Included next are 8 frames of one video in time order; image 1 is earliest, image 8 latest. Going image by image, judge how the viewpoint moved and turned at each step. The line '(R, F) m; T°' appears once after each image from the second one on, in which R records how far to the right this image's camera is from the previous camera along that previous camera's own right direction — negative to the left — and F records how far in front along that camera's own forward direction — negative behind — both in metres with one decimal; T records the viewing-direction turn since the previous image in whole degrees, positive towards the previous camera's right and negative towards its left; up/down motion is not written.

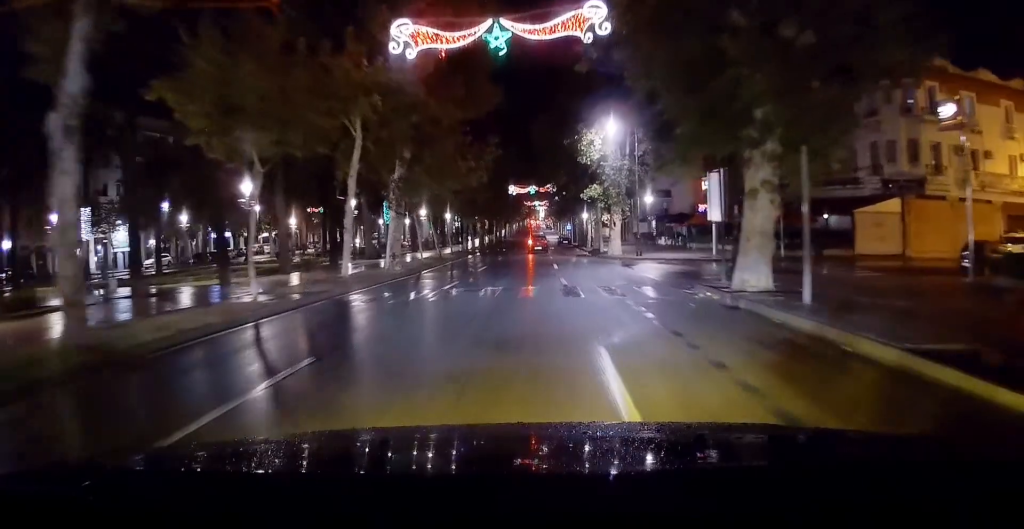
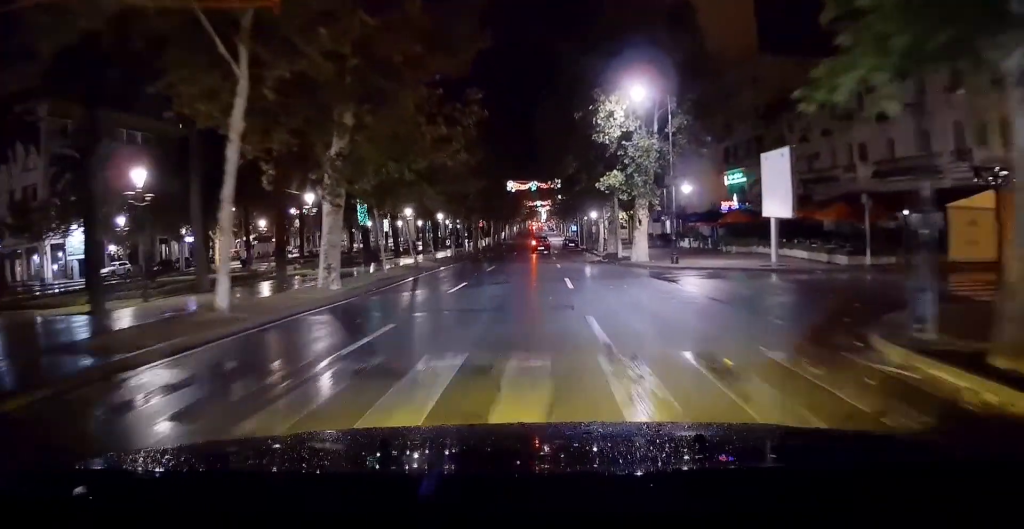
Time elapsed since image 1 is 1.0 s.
(0.0, +9.3) m; -1°
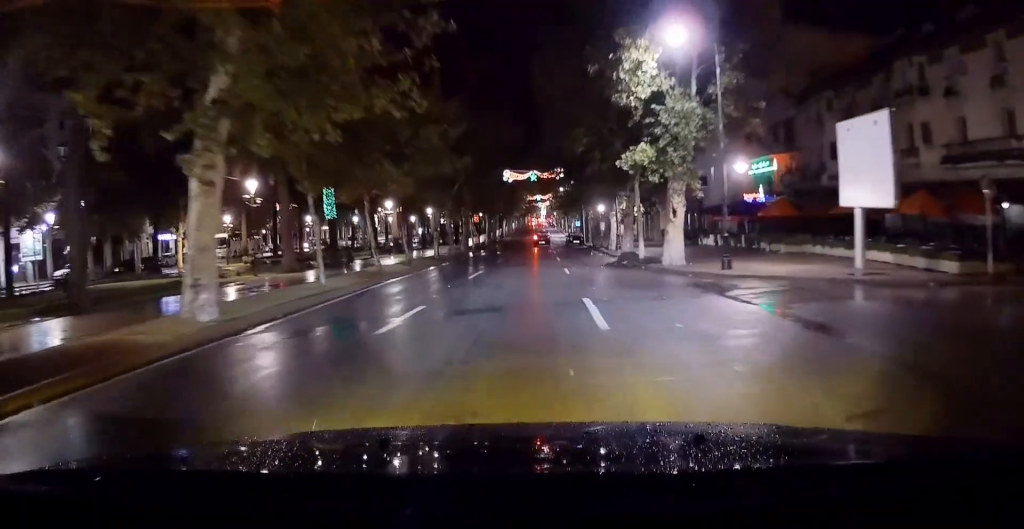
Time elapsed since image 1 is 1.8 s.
(-0.1, +8.3) m; -1°
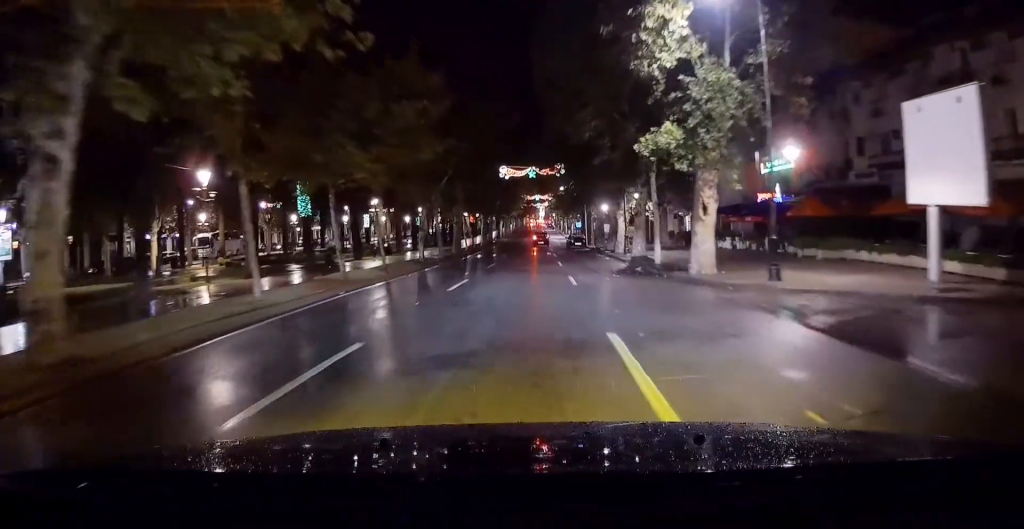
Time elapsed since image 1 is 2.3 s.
(0.0, +4.7) m; -1°
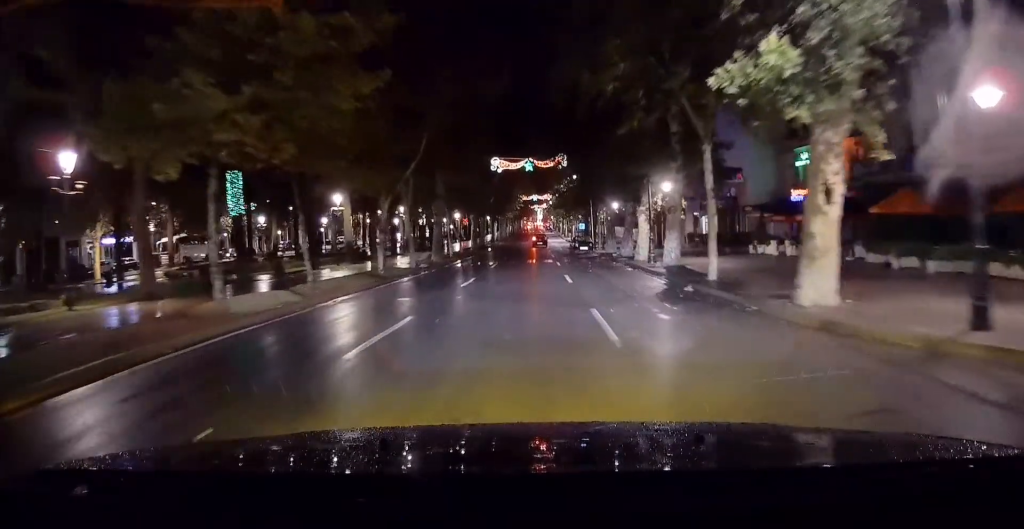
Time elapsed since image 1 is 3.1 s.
(-0.1, +9.0) m; 0°
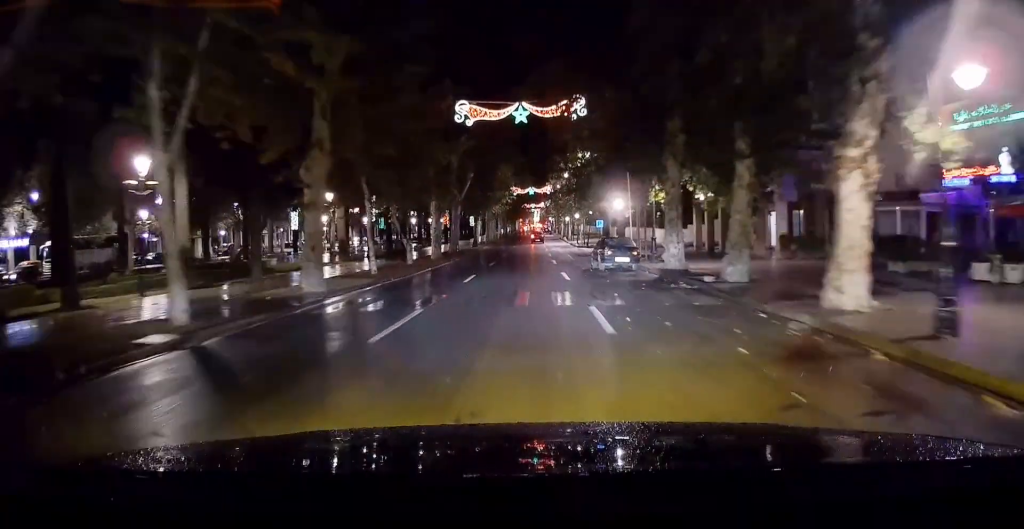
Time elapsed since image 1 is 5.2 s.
(0.0, +21.6) m; 0°
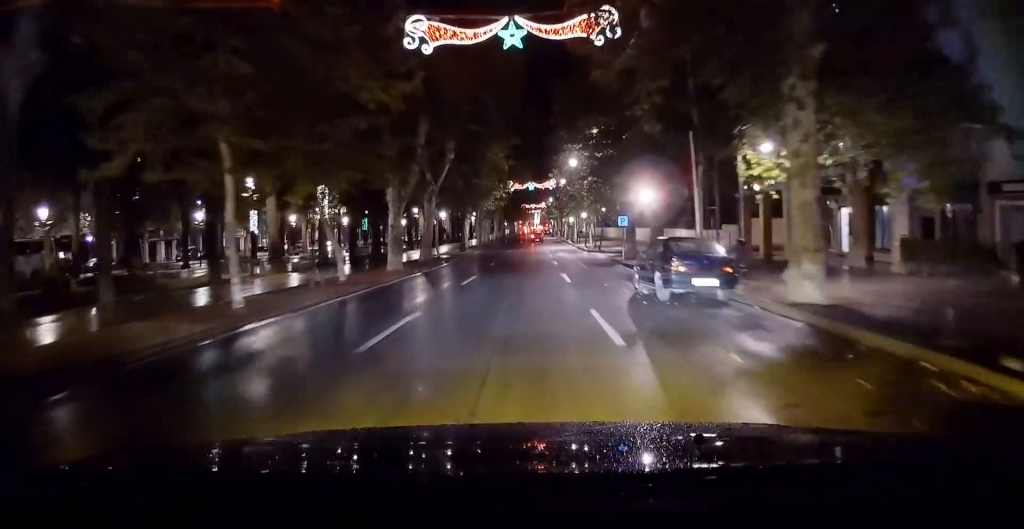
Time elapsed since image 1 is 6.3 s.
(-0.1, +11.9) m; -1°
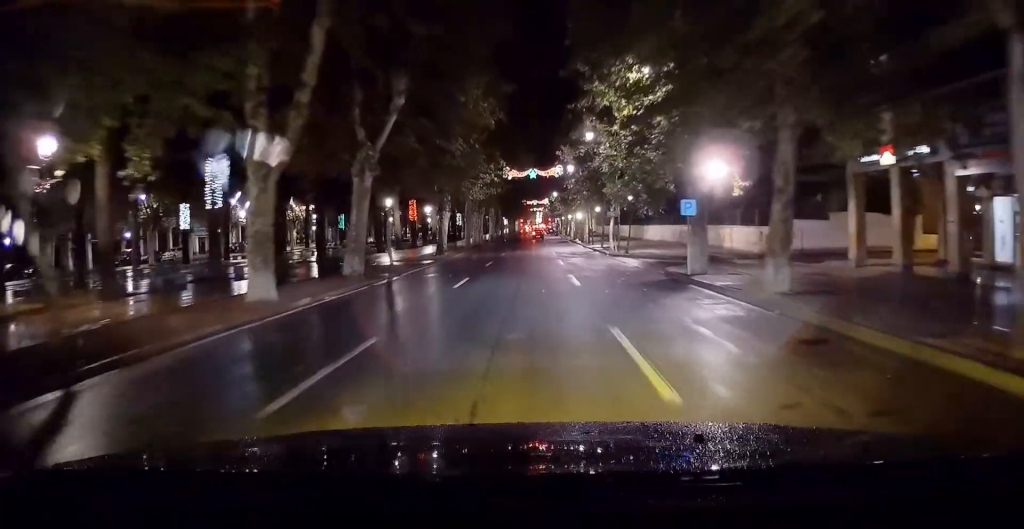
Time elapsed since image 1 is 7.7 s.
(-0.1, +14.6) m; +1°
